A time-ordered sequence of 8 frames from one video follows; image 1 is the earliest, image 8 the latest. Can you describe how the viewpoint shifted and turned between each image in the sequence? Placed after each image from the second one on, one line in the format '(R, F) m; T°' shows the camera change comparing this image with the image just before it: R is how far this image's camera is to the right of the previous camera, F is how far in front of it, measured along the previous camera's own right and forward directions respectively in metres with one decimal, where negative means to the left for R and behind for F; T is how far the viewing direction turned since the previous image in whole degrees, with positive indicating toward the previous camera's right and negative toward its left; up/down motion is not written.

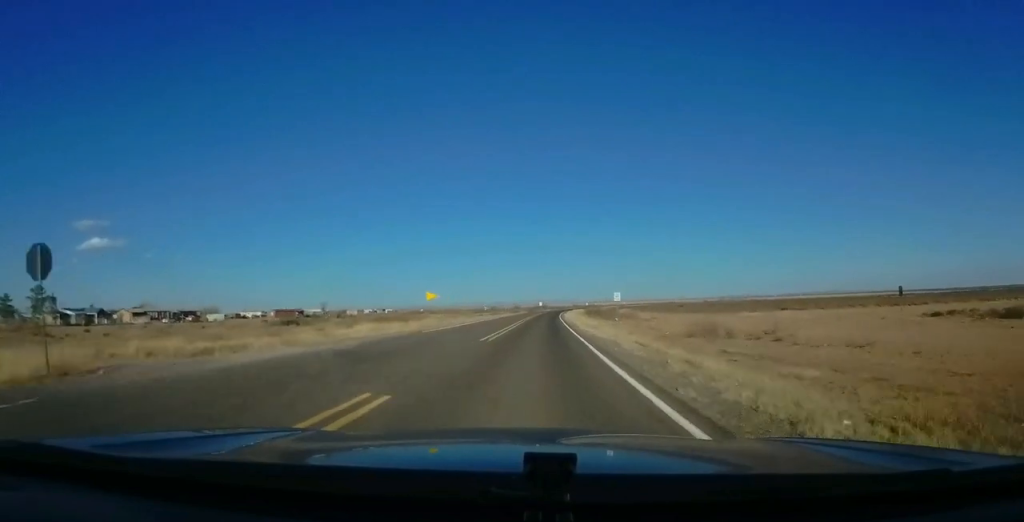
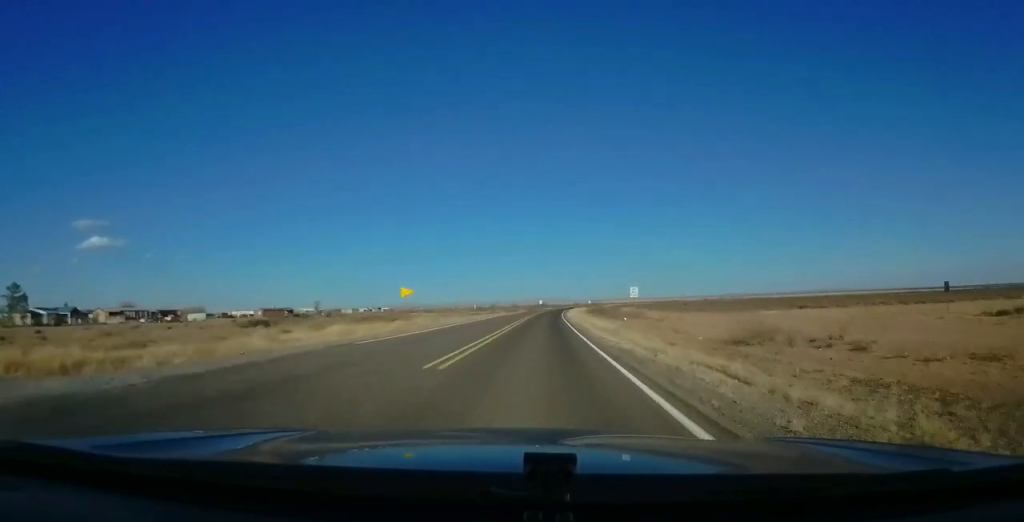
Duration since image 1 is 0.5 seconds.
(0.0, +10.2) m; 0°
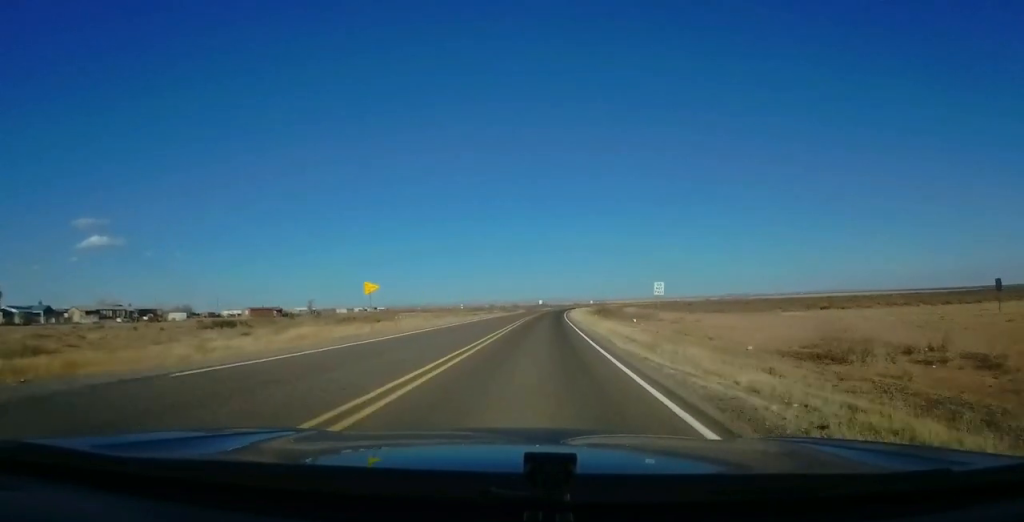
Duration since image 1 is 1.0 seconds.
(0.0, +9.6) m; 0°
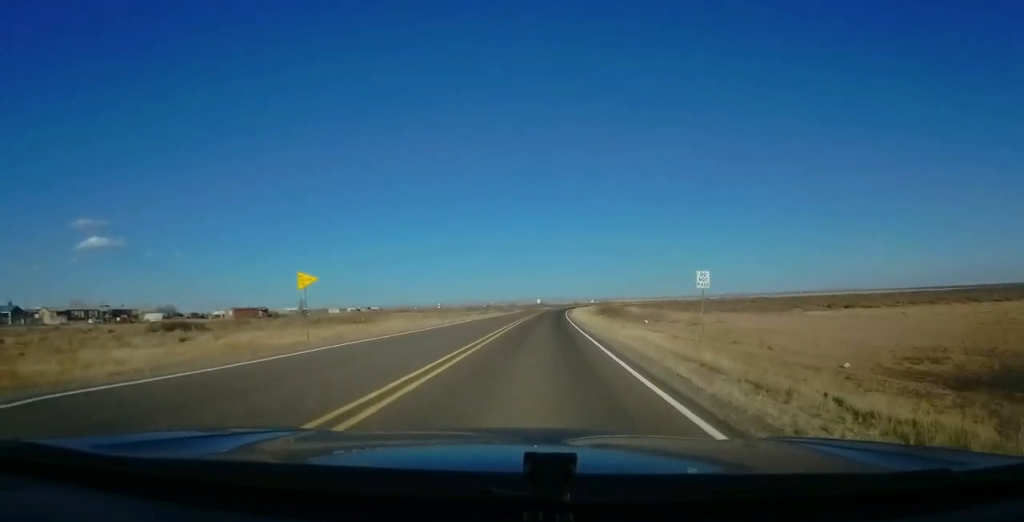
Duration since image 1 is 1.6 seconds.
(0.0, +10.1) m; +1°
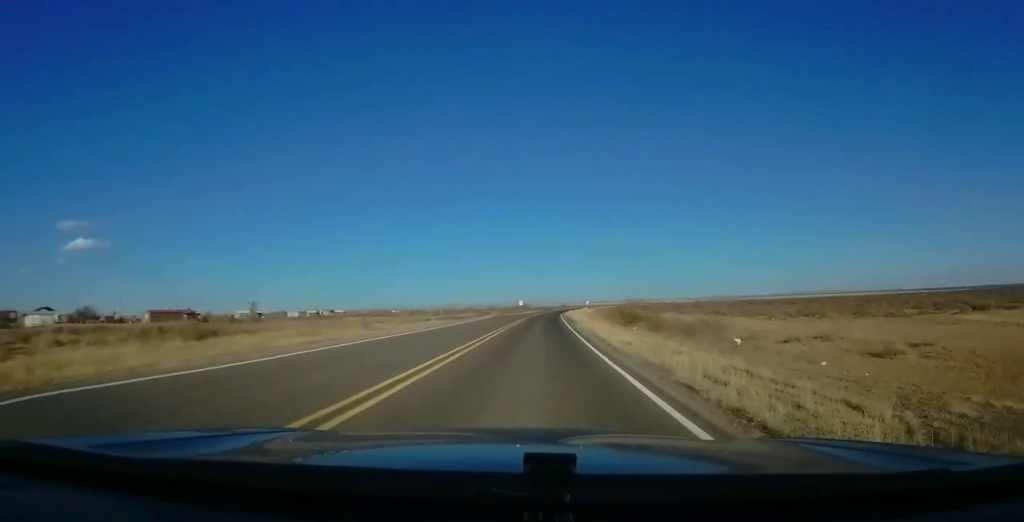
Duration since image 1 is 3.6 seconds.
(+1.0, +38.0) m; +2°
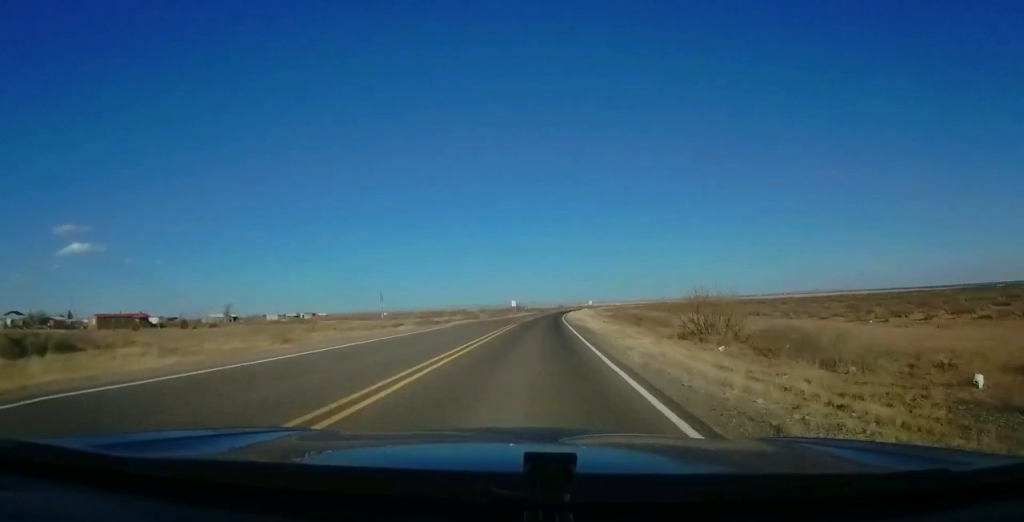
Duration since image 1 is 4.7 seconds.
(0.0, +20.9) m; 0°
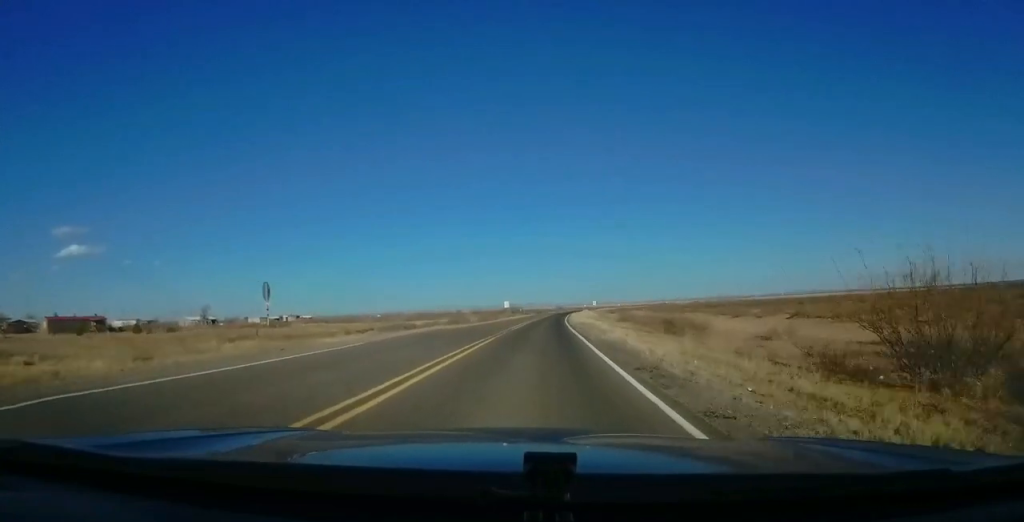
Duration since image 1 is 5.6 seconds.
(0.0, +16.8) m; 0°
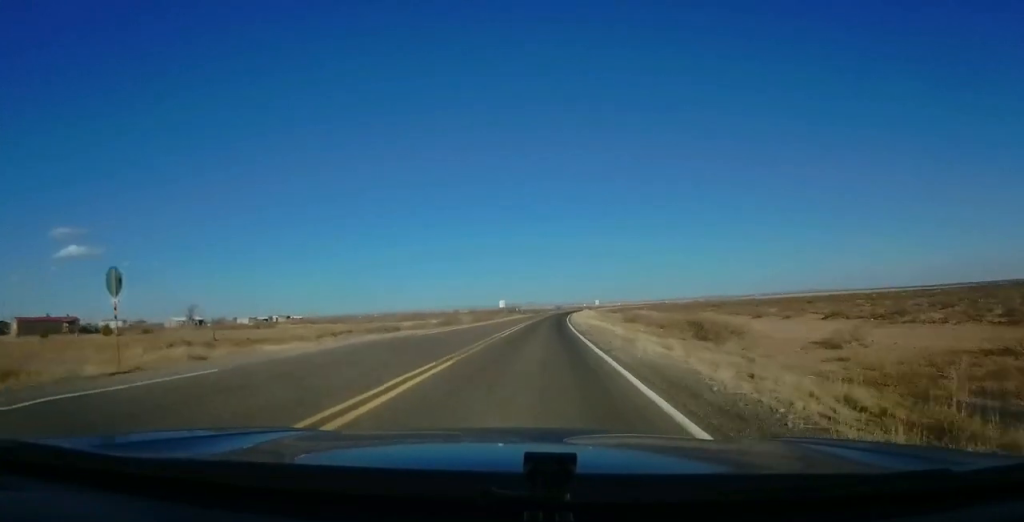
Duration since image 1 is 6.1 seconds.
(0.0, +9.4) m; 0°
